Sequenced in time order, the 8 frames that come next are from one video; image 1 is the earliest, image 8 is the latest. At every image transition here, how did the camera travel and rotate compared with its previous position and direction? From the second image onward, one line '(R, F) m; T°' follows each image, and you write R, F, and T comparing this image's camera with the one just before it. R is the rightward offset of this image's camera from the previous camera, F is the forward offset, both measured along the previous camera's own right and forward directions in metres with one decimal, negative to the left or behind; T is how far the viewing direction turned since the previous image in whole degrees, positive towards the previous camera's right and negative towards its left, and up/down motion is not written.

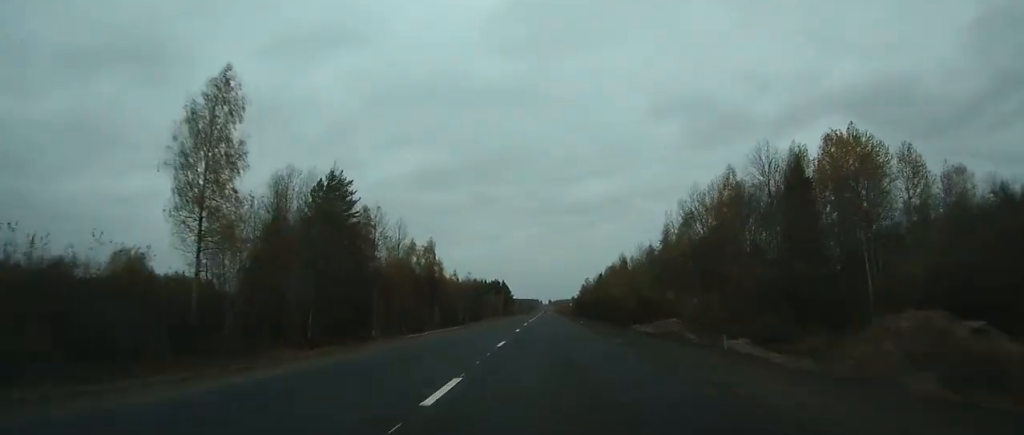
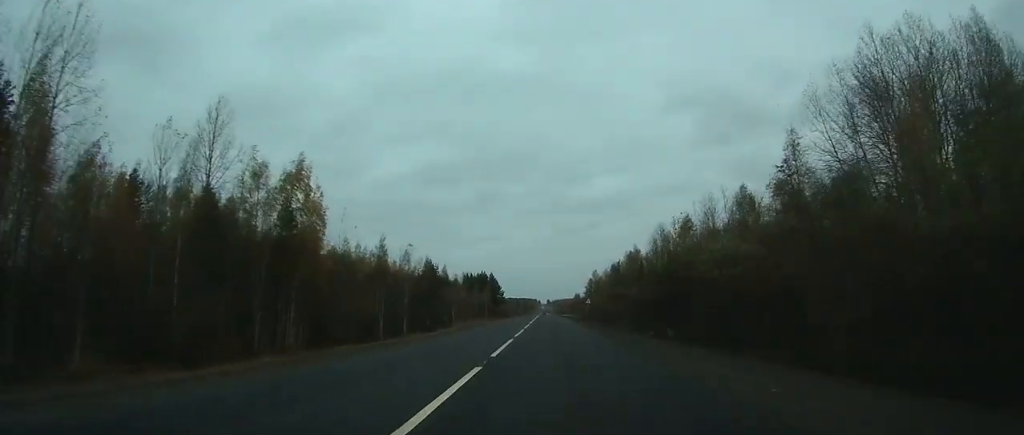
(+0.3, +70.0) m; 0°
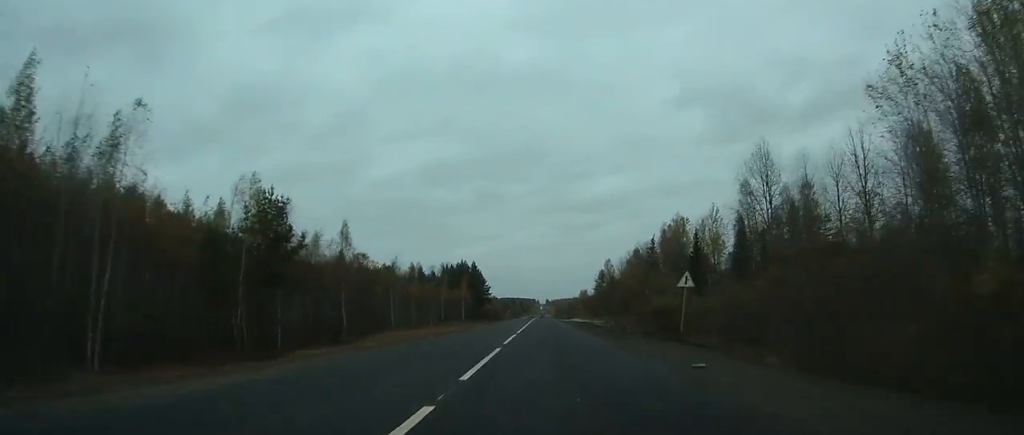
(0.0, +62.9) m; 0°
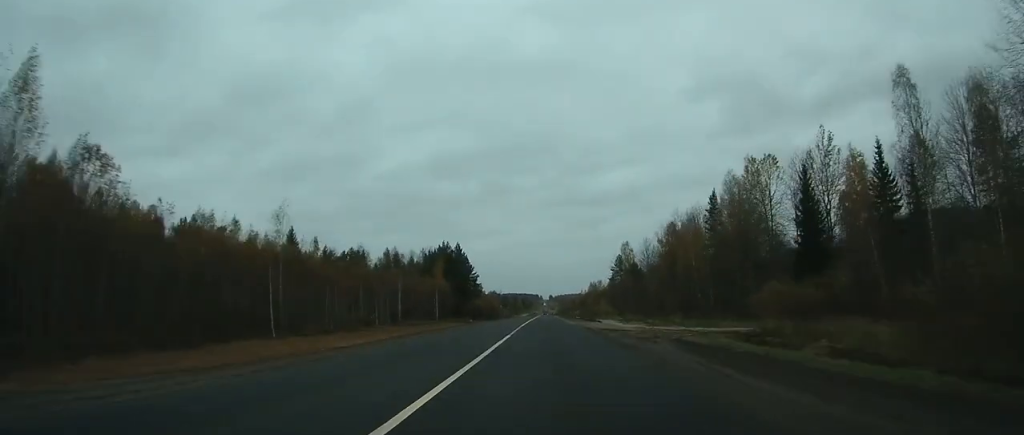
(-0.1, +45.9) m; 0°
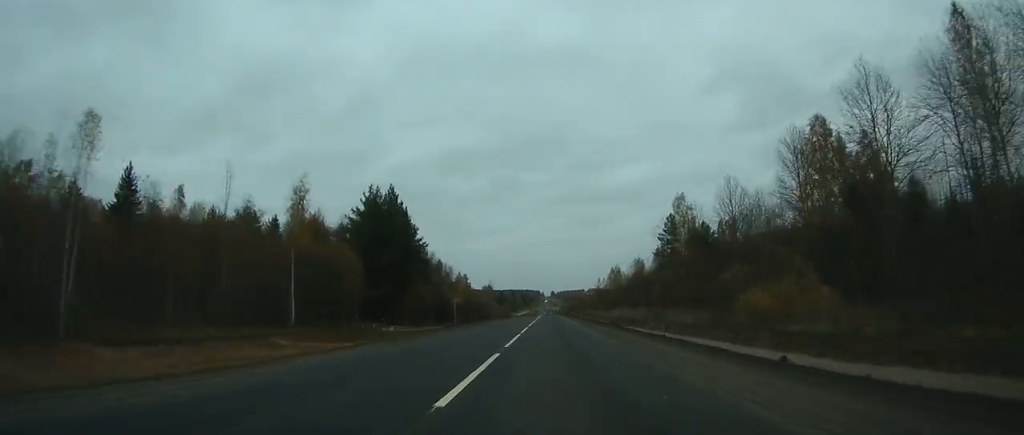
(-0.2, +79.2) m; 0°
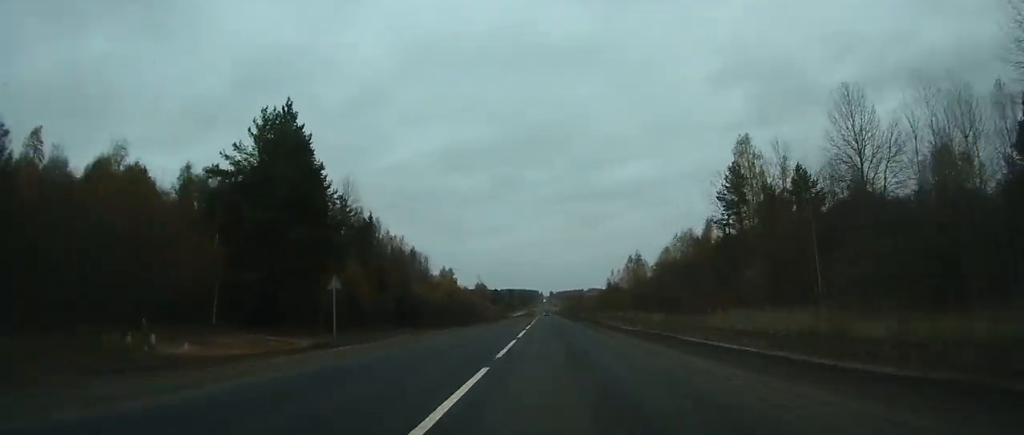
(0.0, +40.9) m; 0°
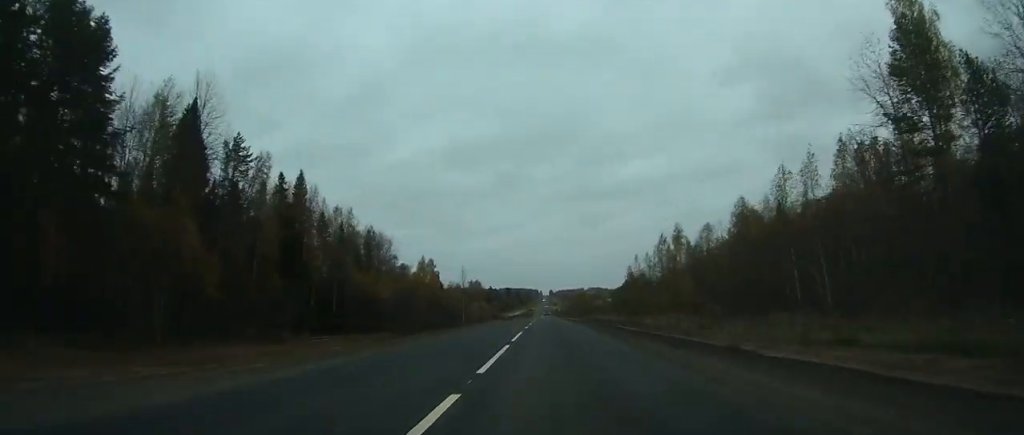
(+0.1, +40.1) m; 0°
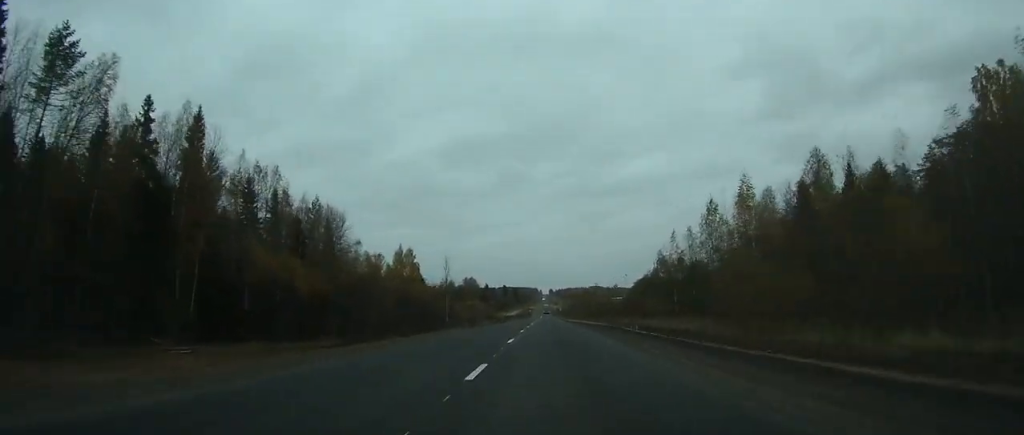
(0.0, +30.1) m; 0°
